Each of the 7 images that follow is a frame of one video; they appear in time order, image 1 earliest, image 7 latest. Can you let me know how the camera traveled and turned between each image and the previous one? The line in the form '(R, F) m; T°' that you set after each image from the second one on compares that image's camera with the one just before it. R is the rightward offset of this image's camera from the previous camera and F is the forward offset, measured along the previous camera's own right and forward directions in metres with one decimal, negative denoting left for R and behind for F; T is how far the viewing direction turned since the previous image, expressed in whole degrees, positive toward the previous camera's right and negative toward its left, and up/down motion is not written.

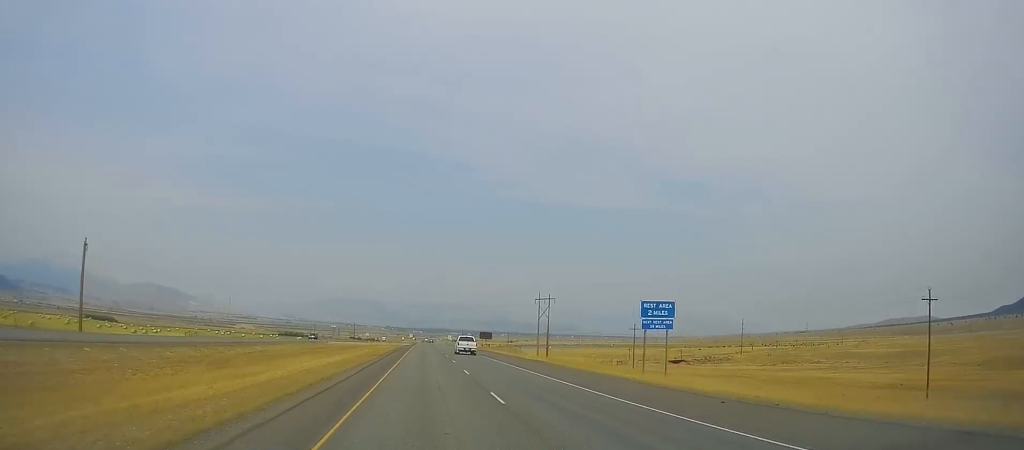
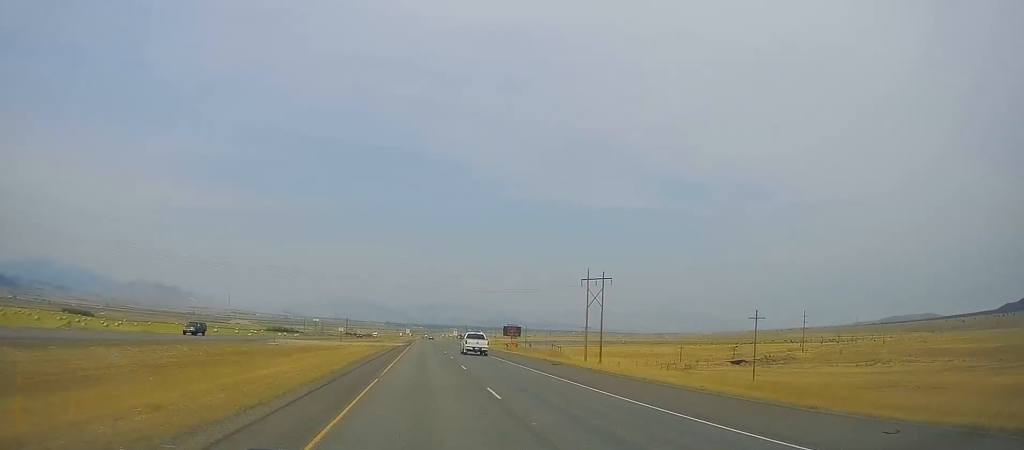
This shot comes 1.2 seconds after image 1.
(+0.7, +48.2) m; 0°
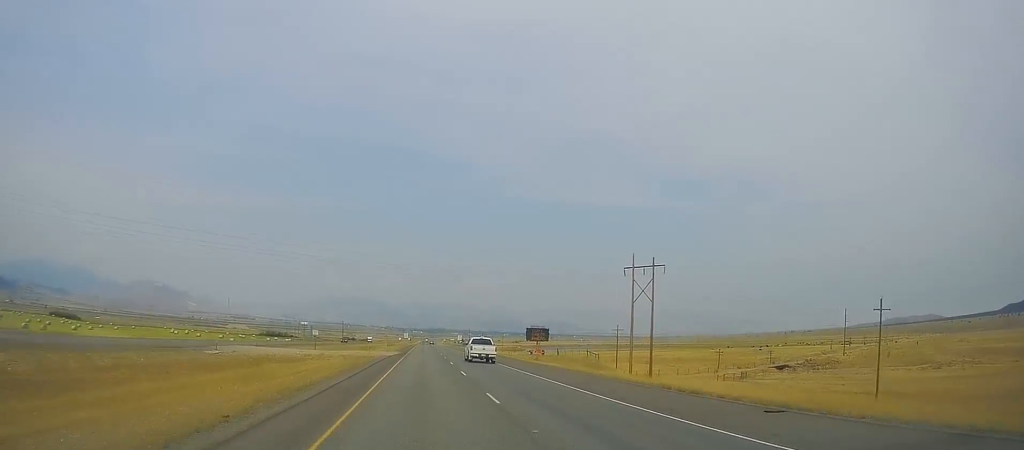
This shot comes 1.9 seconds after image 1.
(-0.5, +25.0) m; -1°
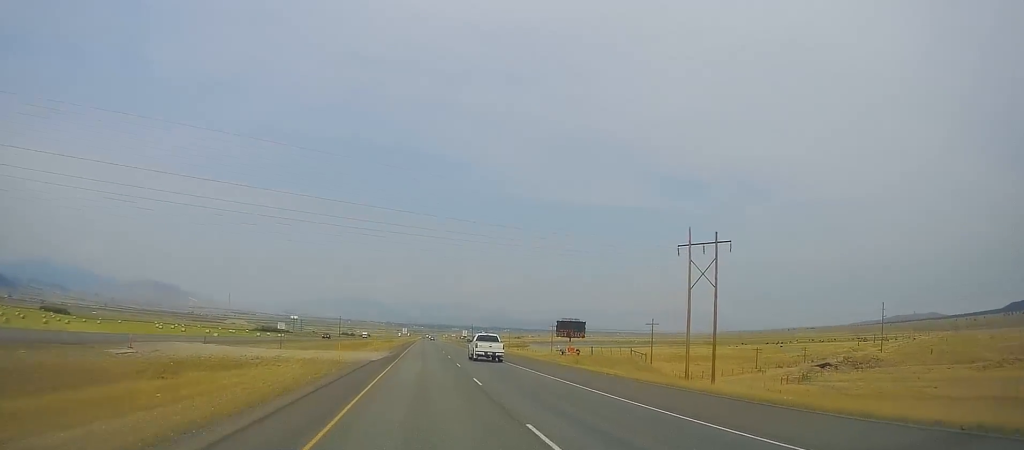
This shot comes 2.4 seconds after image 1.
(-0.2, +19.7) m; 0°
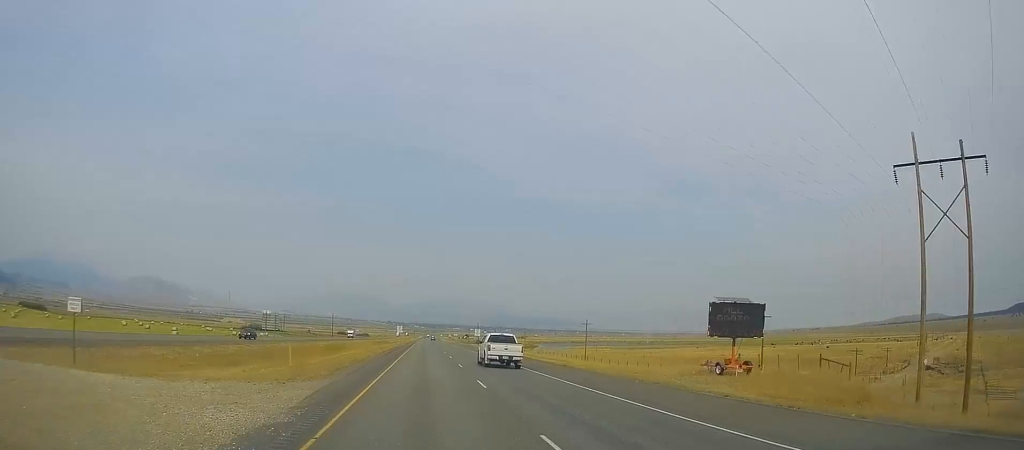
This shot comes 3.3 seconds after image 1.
(+0.1, +37.8) m; 0°
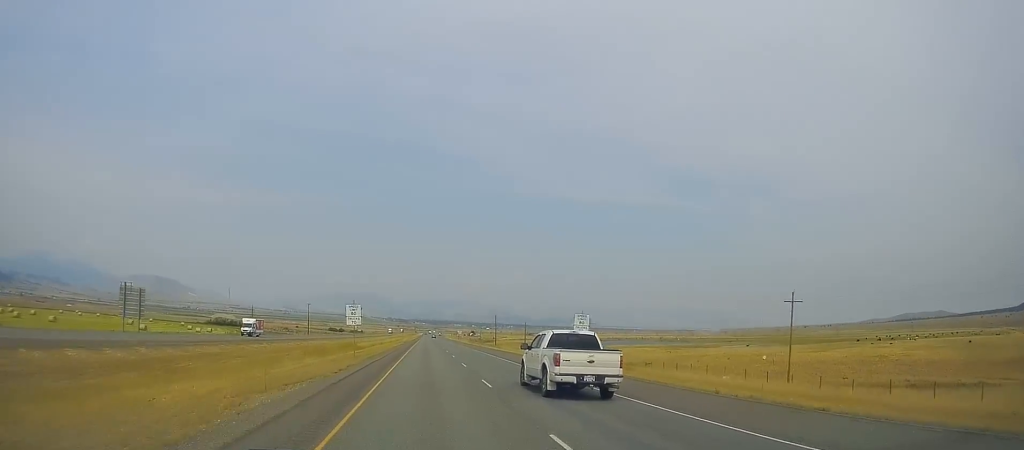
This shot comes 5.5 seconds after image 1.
(-0.7, +85.8) m; -1°
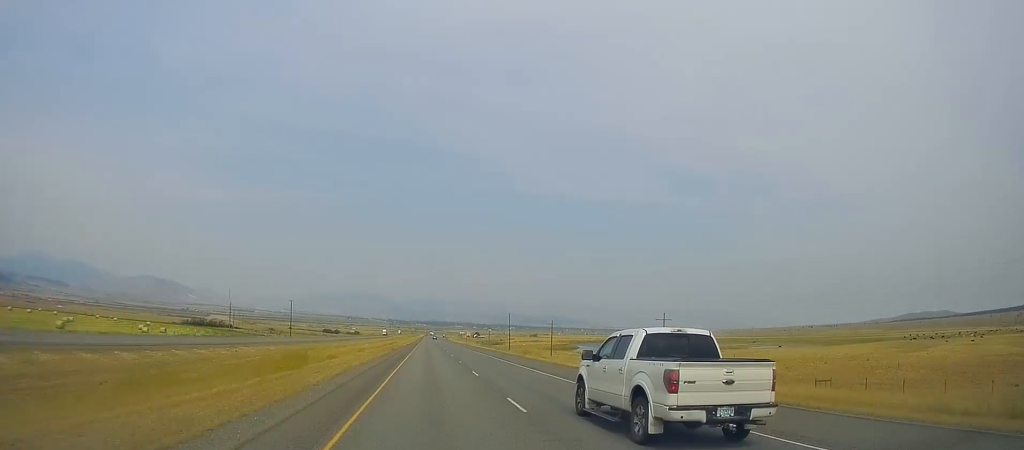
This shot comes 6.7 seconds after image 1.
(+0.1, +43.4) m; 0°
